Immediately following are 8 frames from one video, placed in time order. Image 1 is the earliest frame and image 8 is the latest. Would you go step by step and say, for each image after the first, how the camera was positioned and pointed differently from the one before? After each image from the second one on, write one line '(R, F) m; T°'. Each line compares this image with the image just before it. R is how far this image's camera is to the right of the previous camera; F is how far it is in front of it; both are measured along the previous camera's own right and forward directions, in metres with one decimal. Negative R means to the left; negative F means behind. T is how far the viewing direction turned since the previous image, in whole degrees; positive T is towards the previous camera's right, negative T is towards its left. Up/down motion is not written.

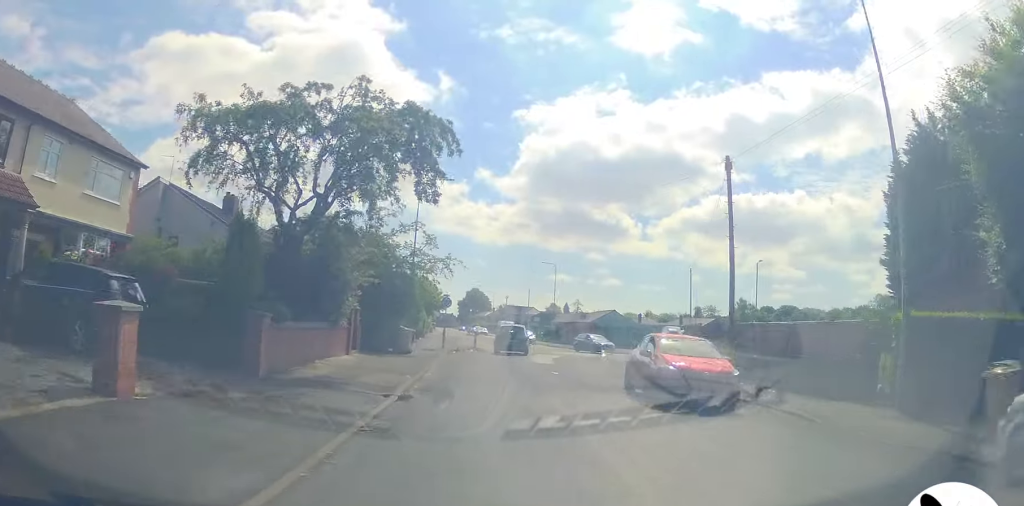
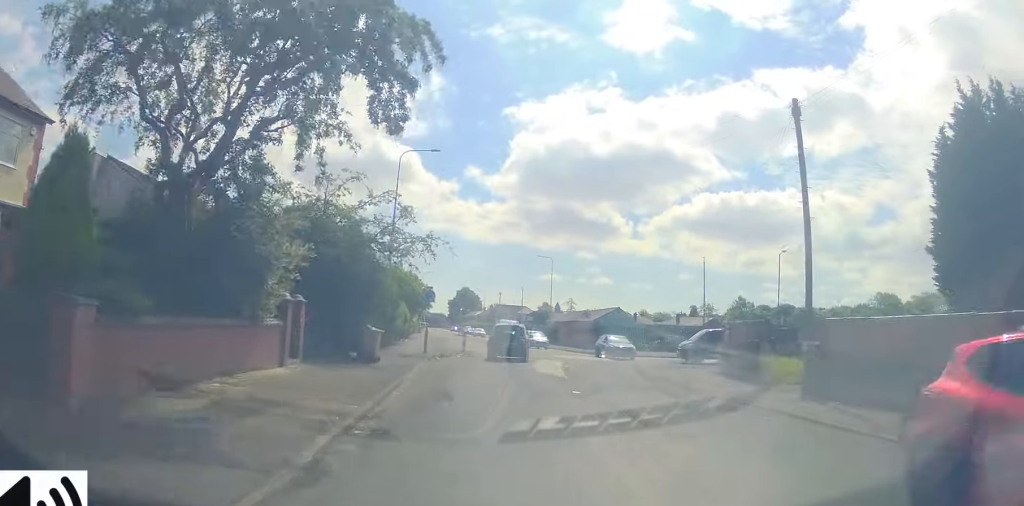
(-0.1, +5.9) m; +1°
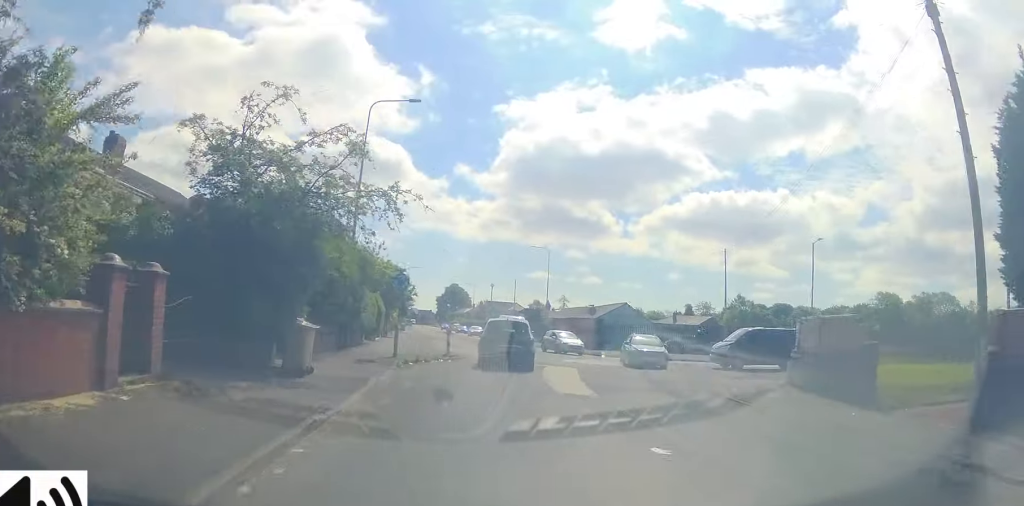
(+0.3, +7.0) m; +3°
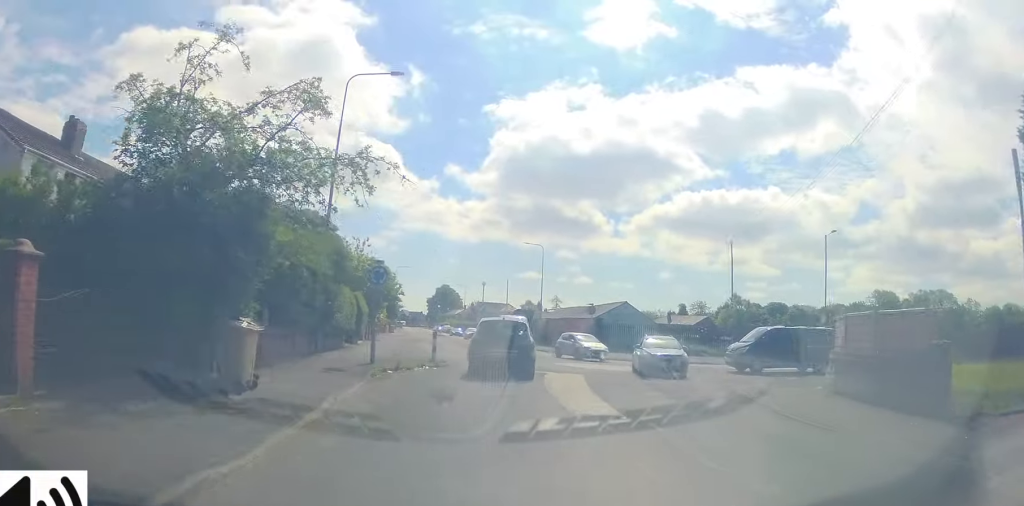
(+0.2, +3.2) m; +1°
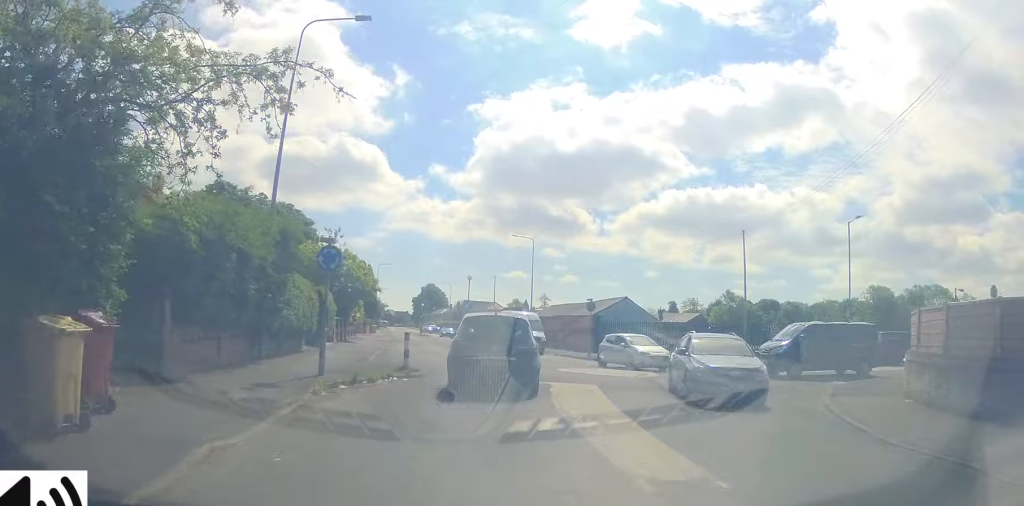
(-0.3, +5.2) m; -2°
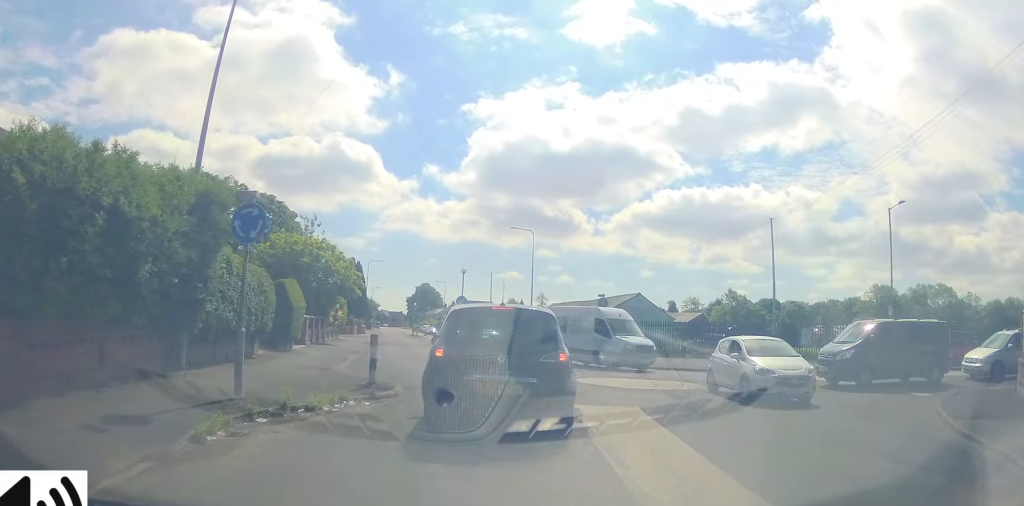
(+0.3, +6.4) m; +5°
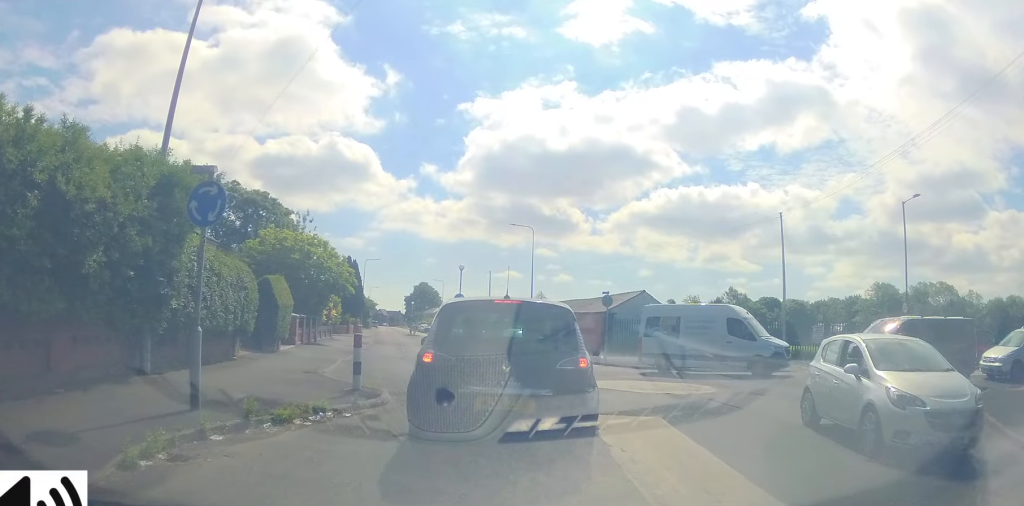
(+0.1, +2.3) m; 0°
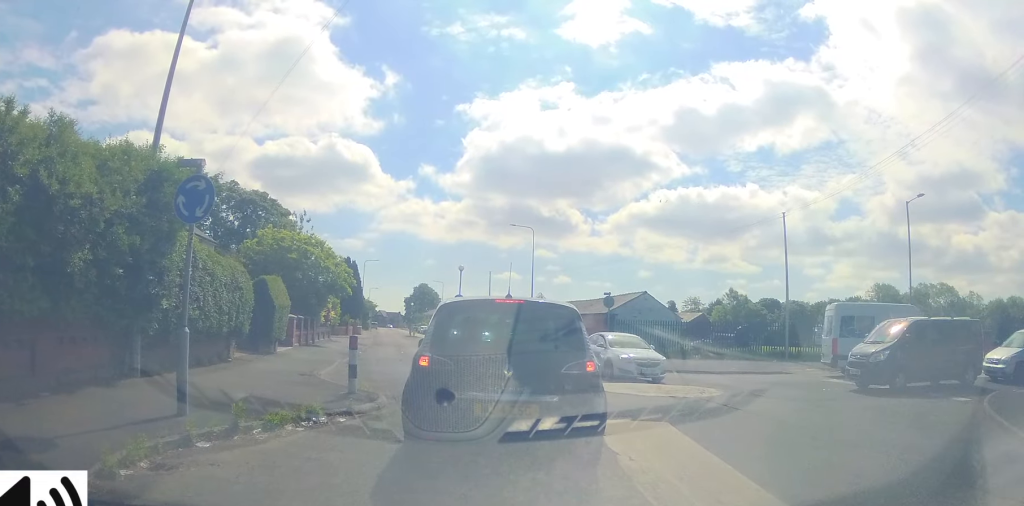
(-0.3, +0.8) m; 0°
